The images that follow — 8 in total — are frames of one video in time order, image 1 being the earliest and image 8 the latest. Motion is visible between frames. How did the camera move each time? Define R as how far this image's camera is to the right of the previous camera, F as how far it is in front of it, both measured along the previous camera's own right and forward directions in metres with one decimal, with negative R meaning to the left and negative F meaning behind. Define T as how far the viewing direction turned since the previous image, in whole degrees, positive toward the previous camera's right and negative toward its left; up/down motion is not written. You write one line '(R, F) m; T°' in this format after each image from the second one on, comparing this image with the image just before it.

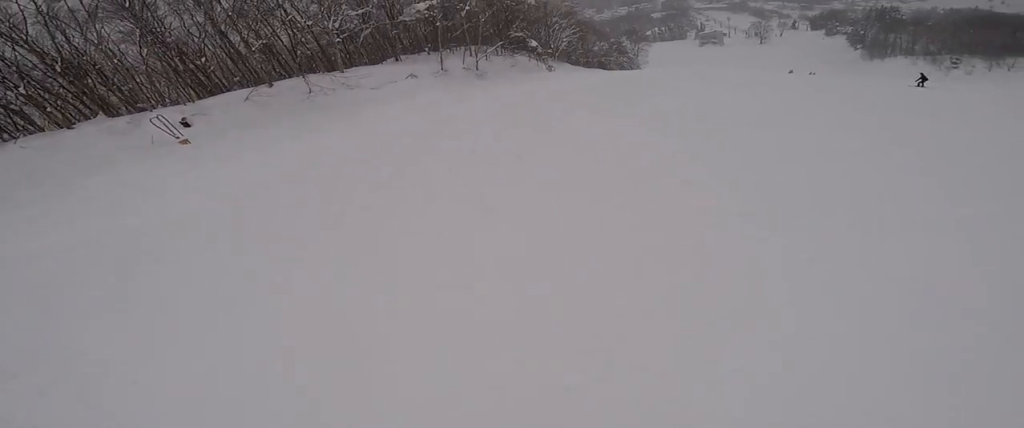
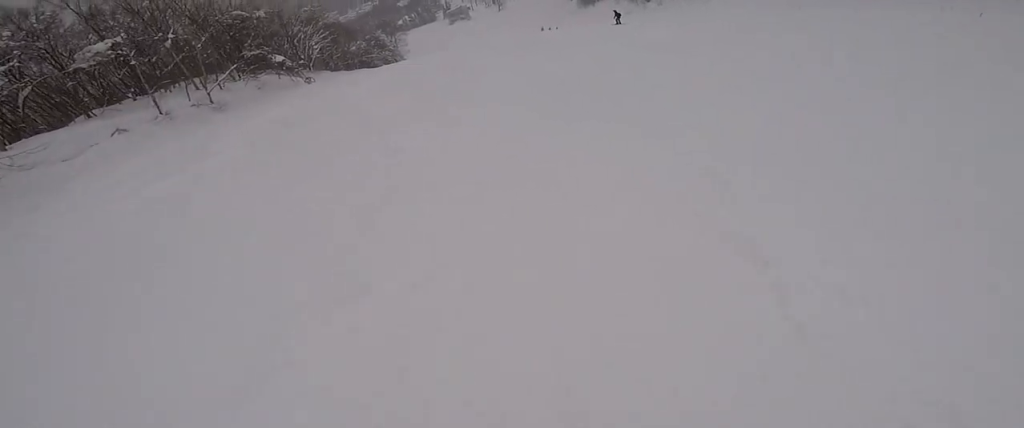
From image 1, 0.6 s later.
(+1.1, +3.7) m; +16°
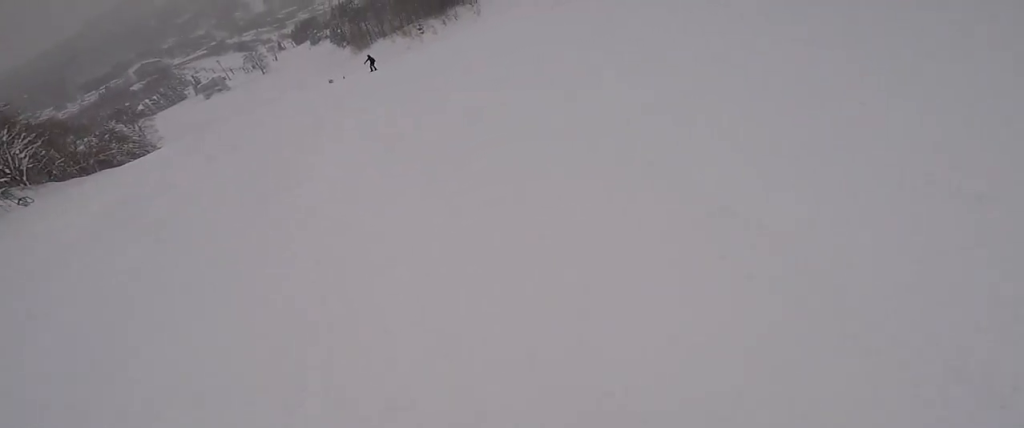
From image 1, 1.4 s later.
(+0.7, +4.5) m; +15°
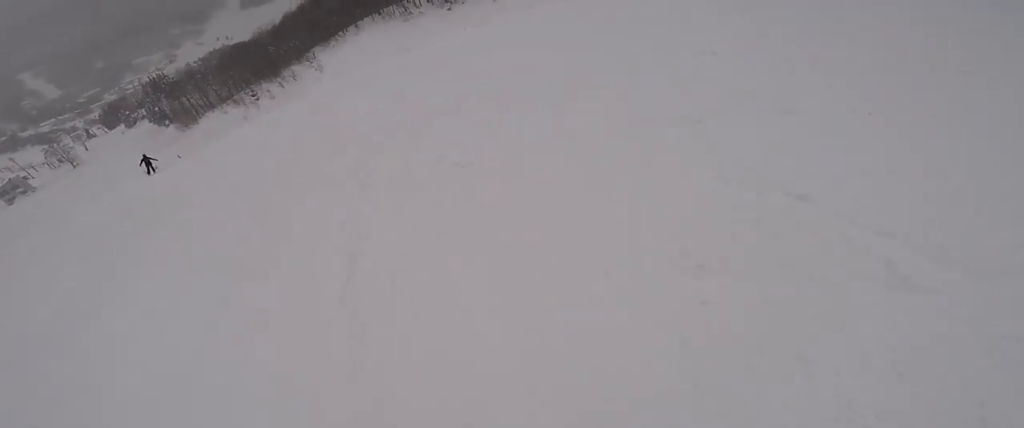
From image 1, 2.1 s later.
(+0.4, +5.1) m; +12°
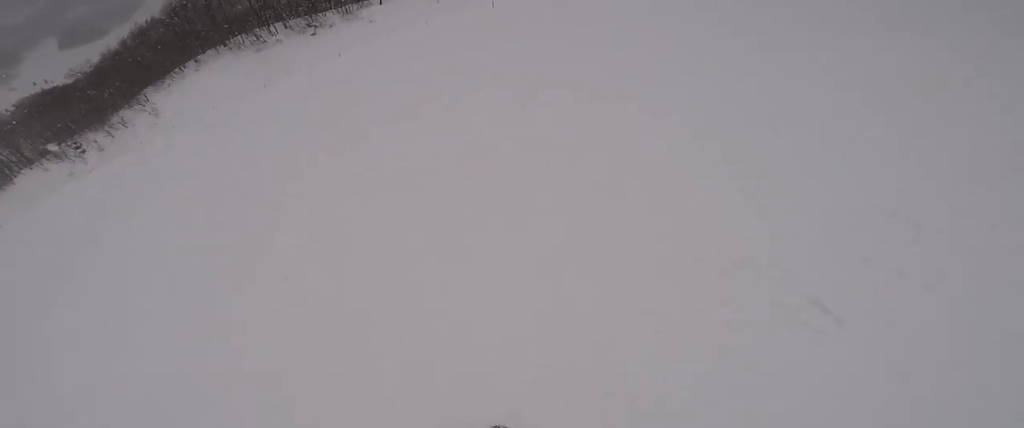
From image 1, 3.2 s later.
(+1.0, +7.4) m; +6°
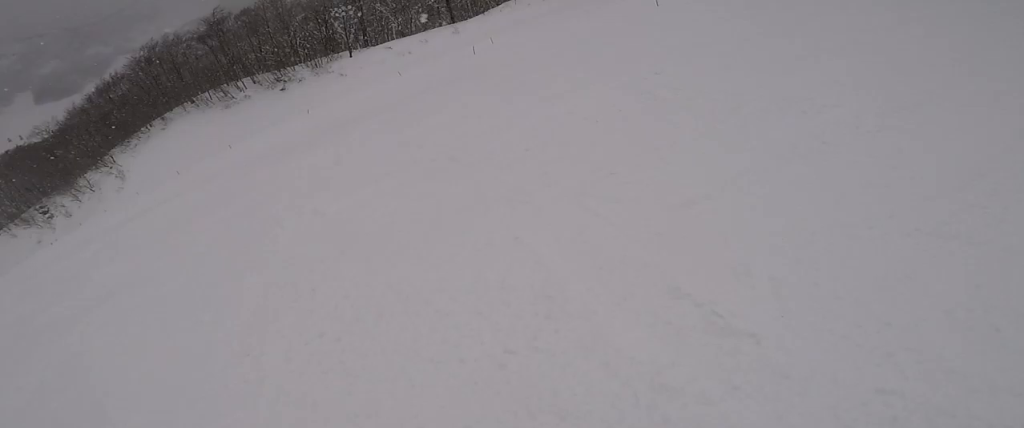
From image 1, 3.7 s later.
(0.0, +3.3) m; -4°
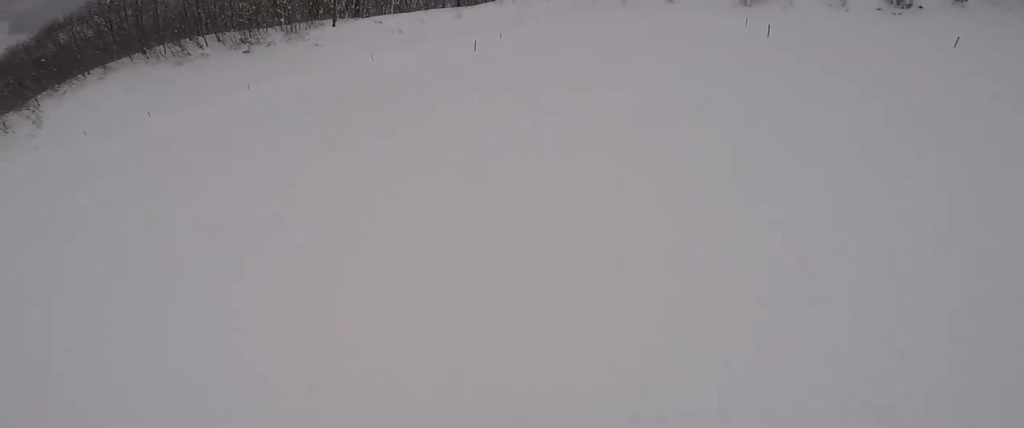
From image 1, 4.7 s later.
(-0.6, +7.0) m; -23°
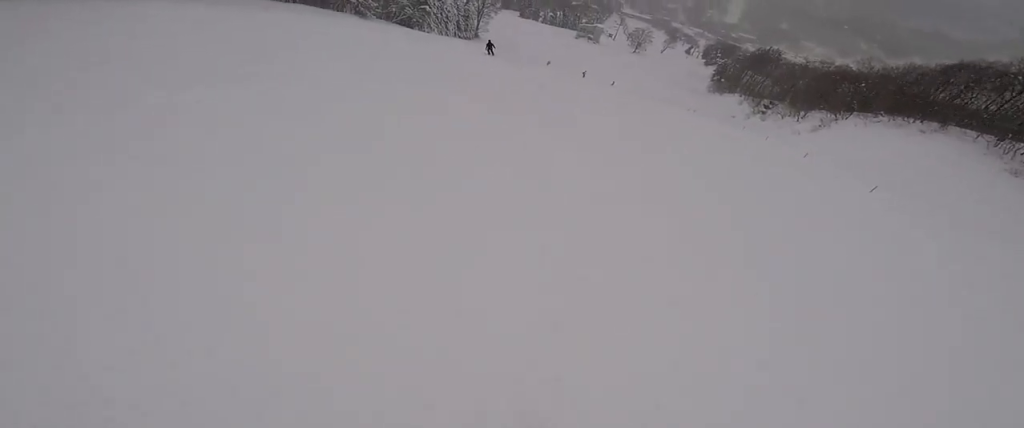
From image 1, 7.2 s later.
(-8.8, +12.1) m; -72°
